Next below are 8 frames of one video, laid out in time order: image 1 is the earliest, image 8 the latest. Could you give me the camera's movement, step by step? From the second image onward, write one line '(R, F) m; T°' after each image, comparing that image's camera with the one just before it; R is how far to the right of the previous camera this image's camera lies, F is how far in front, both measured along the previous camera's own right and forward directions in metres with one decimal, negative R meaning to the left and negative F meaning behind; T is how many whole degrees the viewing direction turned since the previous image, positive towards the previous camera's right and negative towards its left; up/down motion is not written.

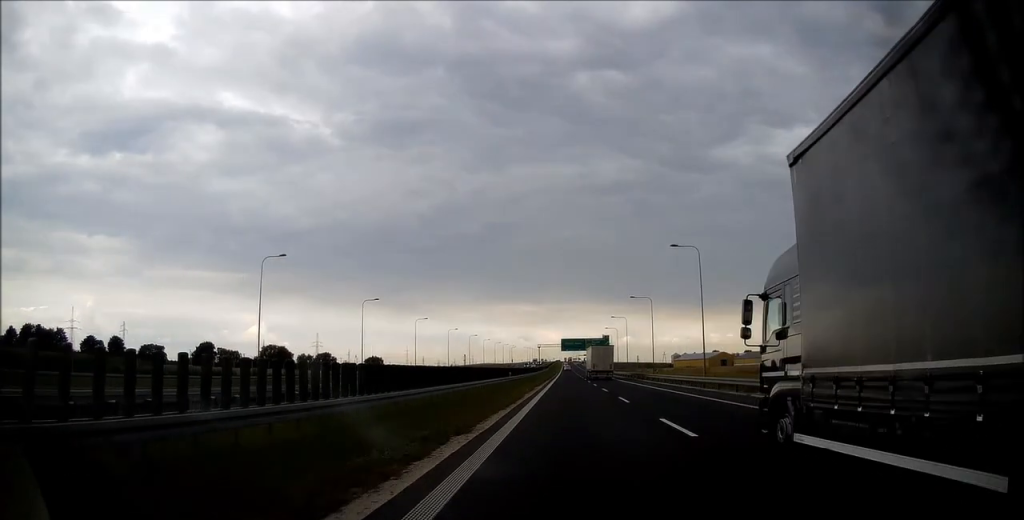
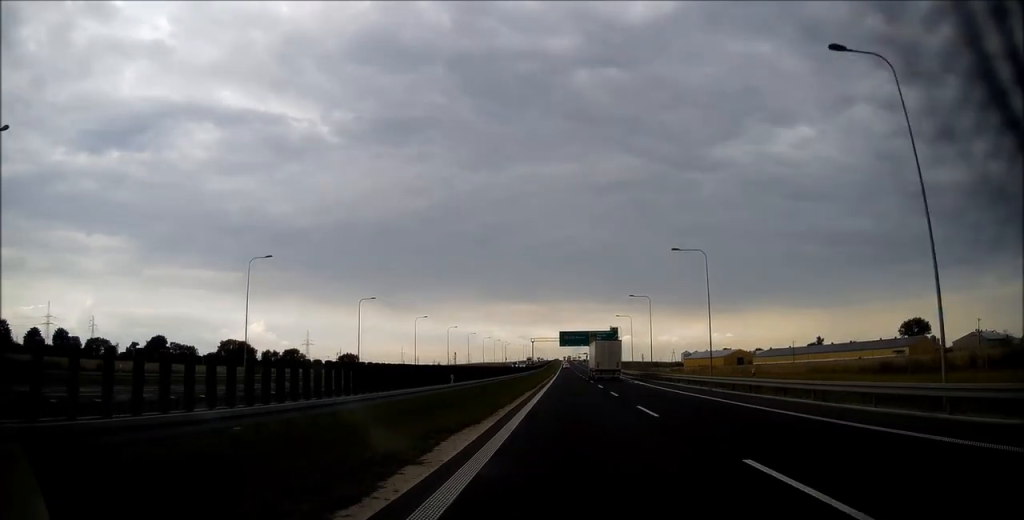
(+0.1, +31.1) m; 0°
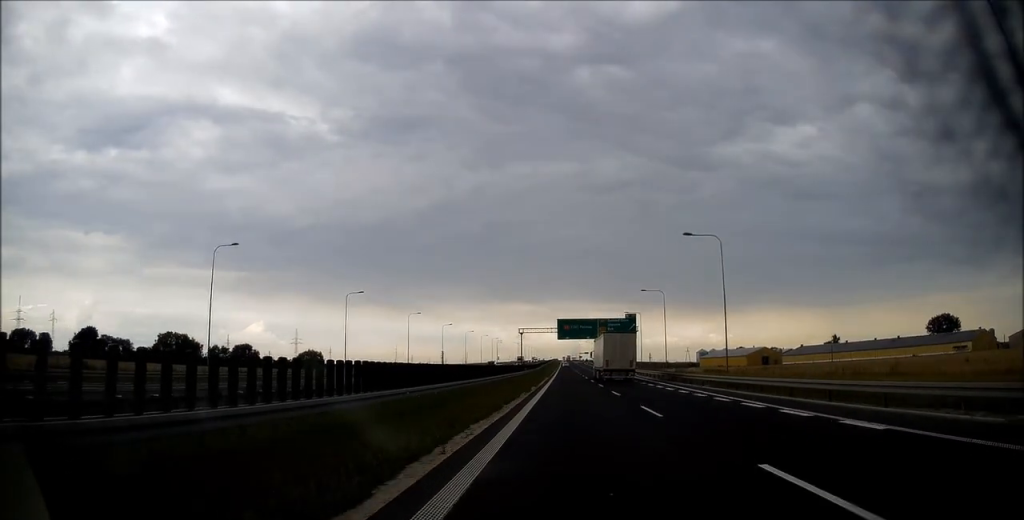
(0.0, +36.7) m; 0°
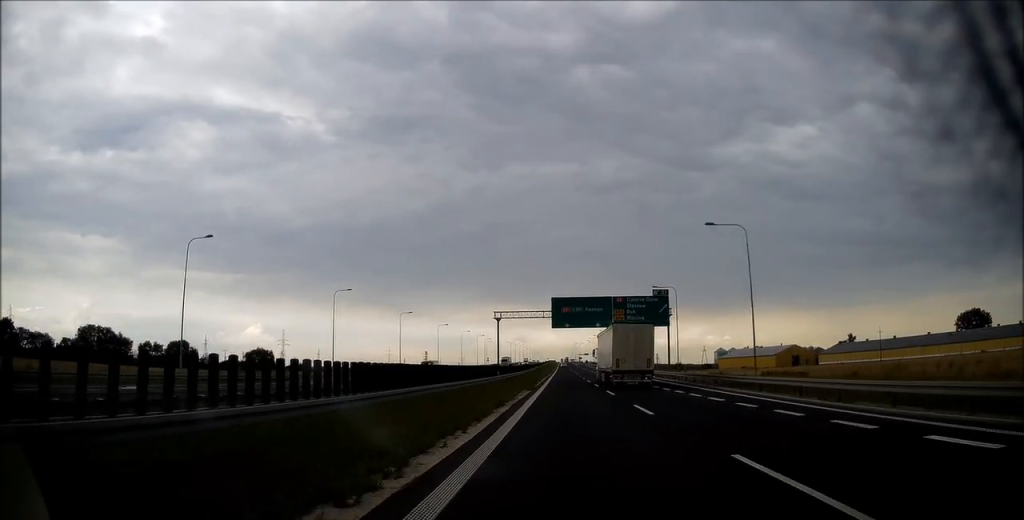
(+0.1, +35.3) m; 0°
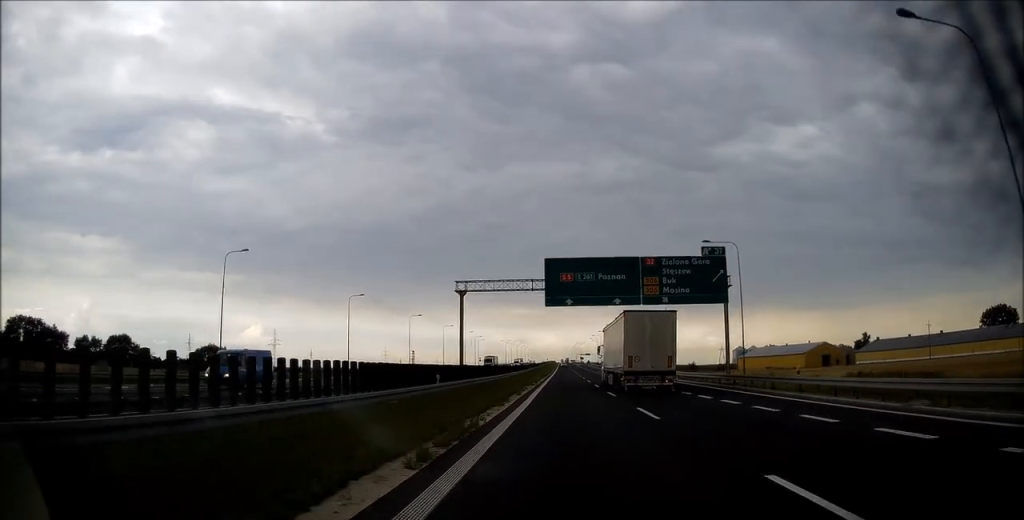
(0.0, +24.8) m; 0°
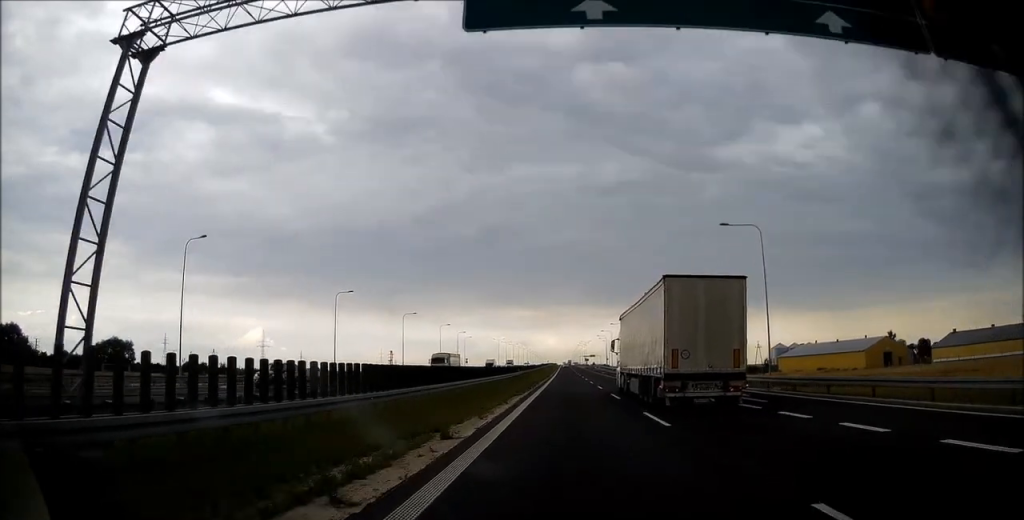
(0.0, +38.0) m; 0°
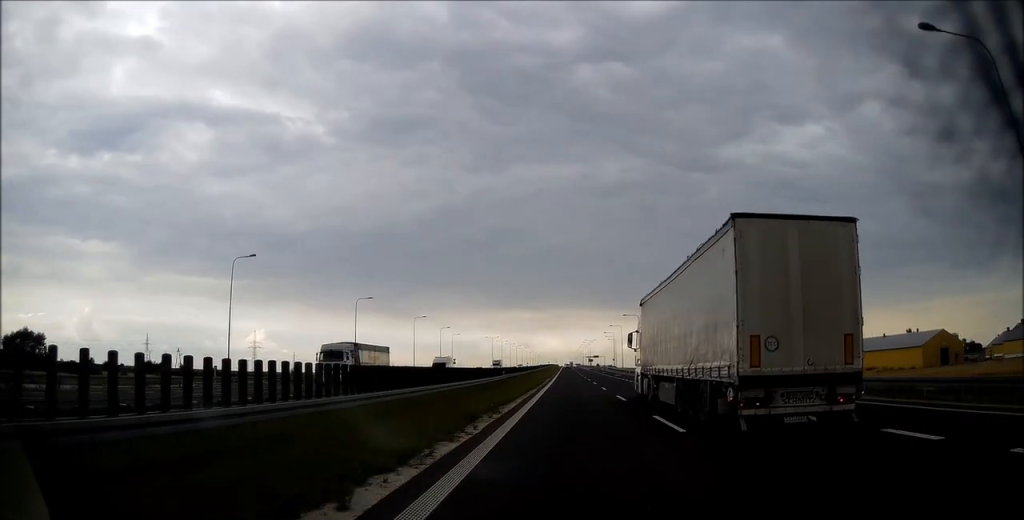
(0.0, +25.4) m; 0°
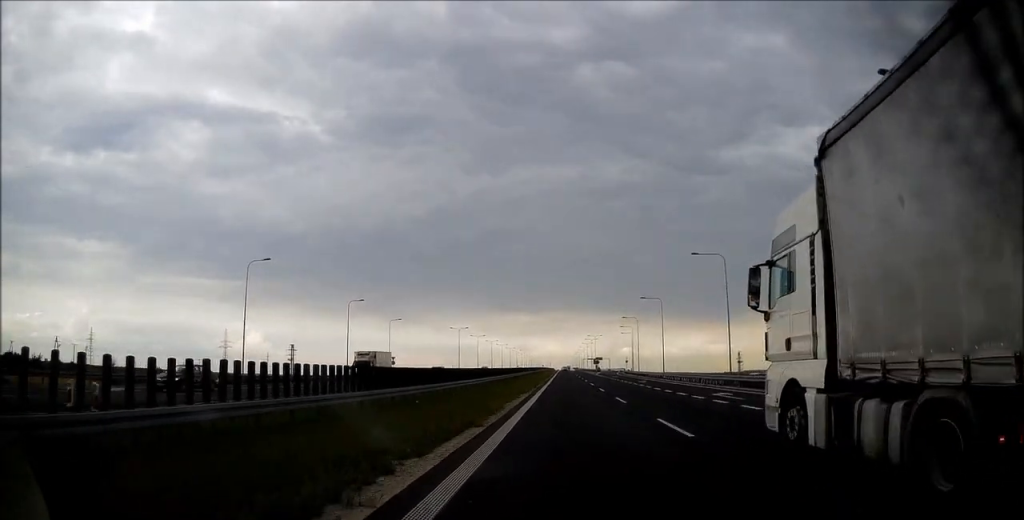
(-0.1, +61.2) m; 0°
